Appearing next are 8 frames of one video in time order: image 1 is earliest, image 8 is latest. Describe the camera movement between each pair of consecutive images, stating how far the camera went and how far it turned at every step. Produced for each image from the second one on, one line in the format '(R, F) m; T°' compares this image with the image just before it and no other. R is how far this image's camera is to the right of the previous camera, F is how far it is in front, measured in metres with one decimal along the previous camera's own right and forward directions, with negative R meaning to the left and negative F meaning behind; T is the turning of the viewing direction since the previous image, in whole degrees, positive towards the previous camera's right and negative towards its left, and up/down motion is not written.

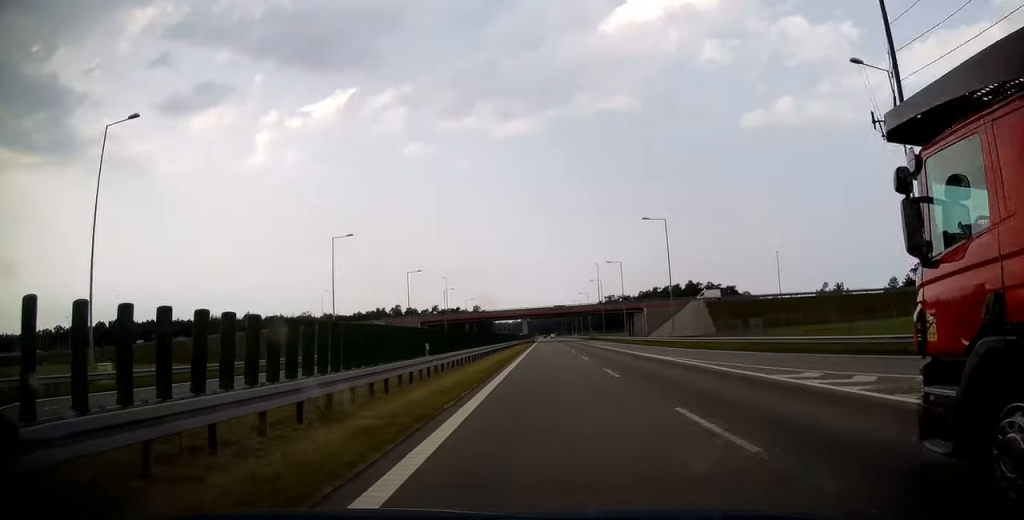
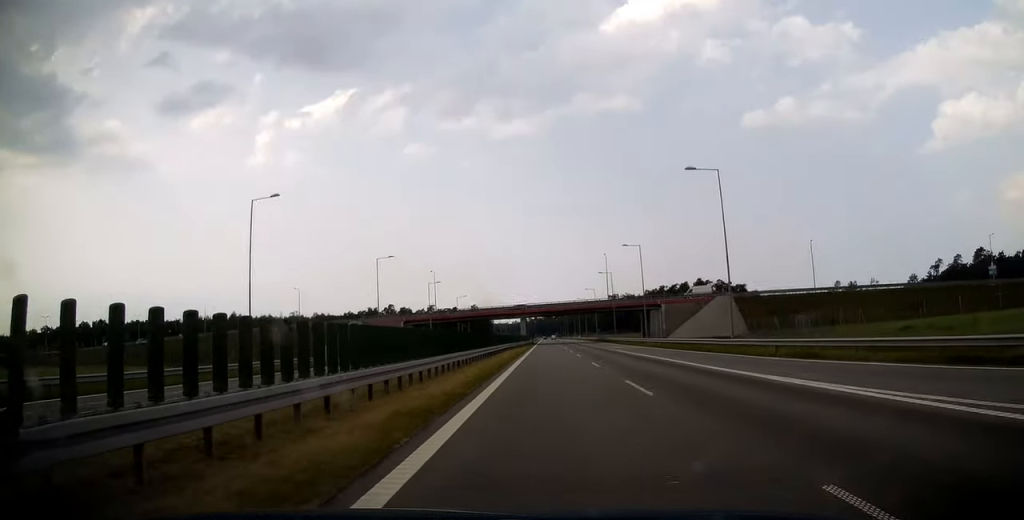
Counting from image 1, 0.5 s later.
(-0.1, +17.4) m; 0°
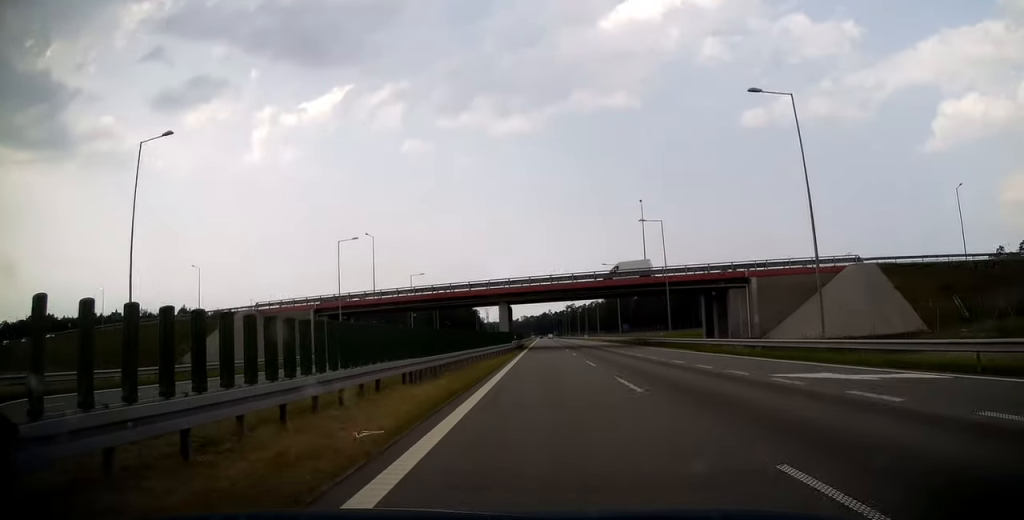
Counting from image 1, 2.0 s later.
(+0.1, +46.9) m; 0°
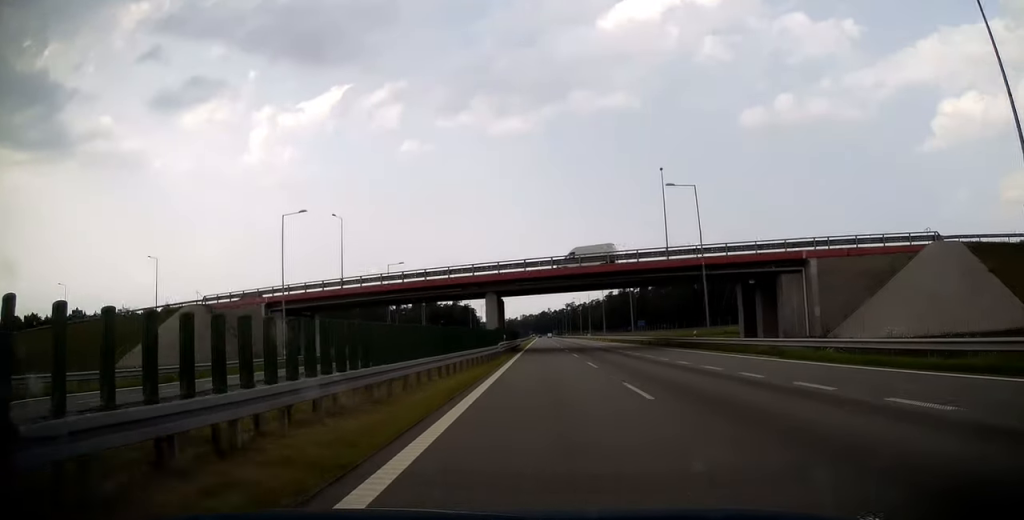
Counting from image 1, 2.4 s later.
(-0.1, +13.6) m; 0°
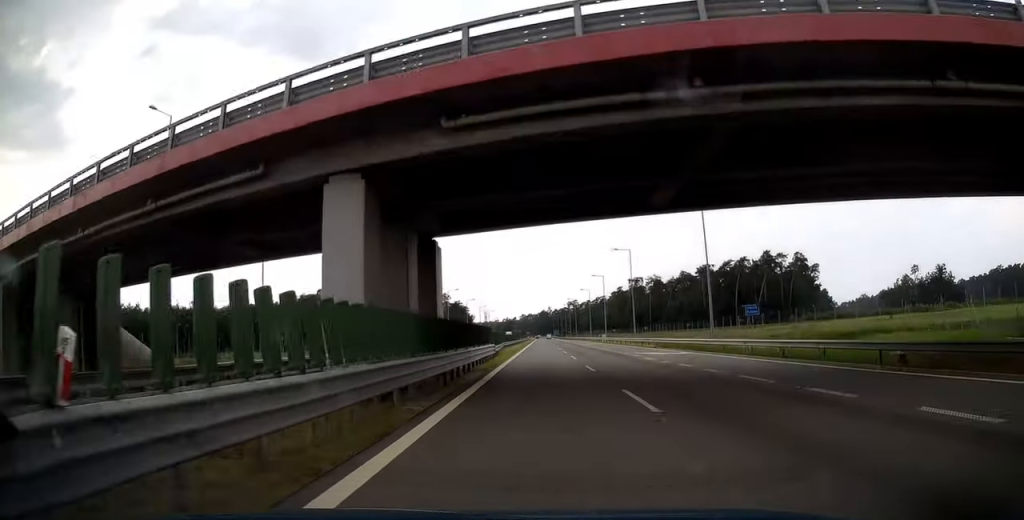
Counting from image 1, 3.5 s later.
(+0.4, +37.8) m; 0°
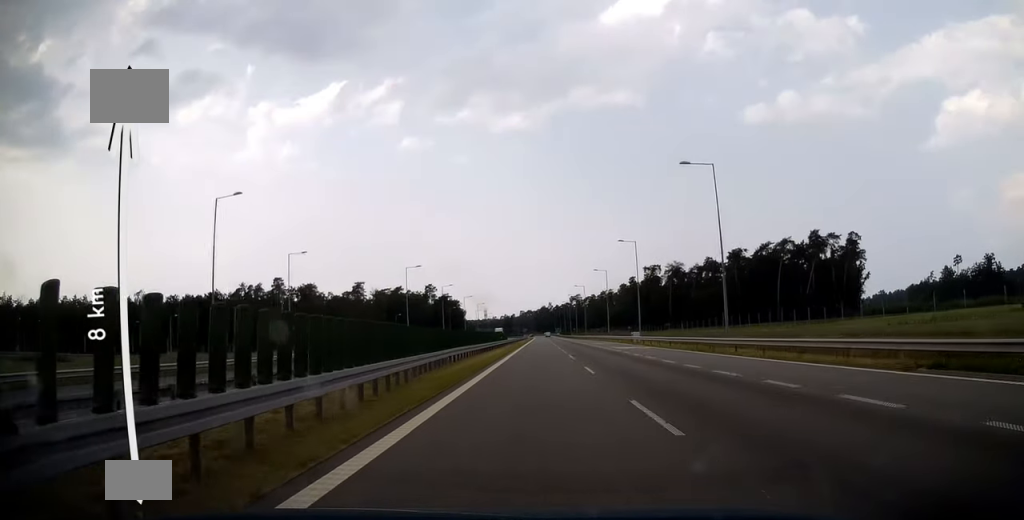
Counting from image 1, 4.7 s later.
(-0.4, +38.2) m; 0°
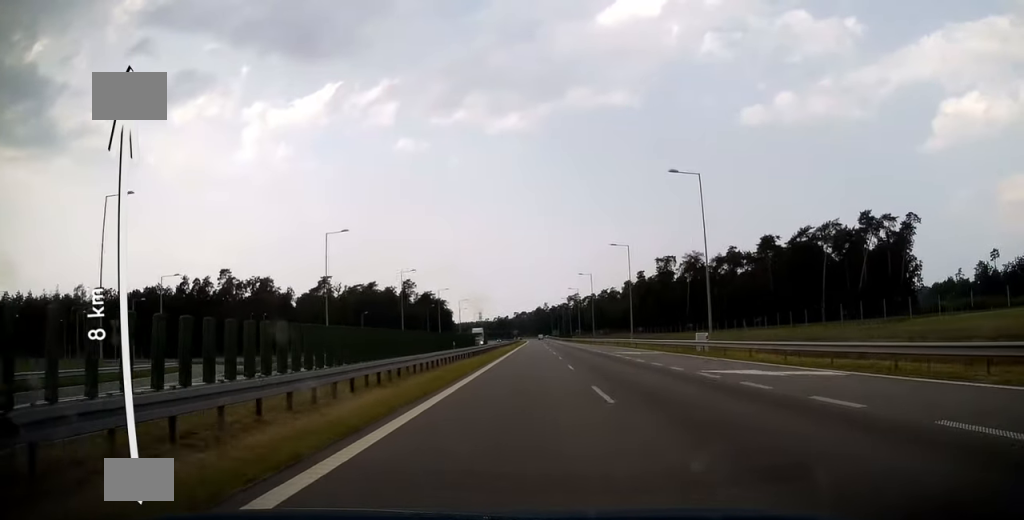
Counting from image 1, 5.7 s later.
(+0.1, +31.7) m; +1°
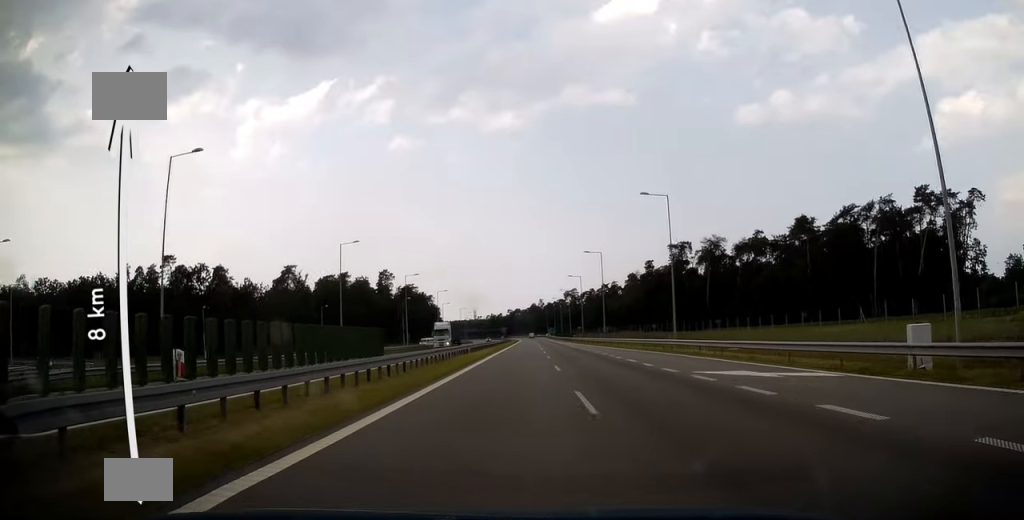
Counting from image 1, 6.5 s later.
(+0.2, +25.7) m; +1°
